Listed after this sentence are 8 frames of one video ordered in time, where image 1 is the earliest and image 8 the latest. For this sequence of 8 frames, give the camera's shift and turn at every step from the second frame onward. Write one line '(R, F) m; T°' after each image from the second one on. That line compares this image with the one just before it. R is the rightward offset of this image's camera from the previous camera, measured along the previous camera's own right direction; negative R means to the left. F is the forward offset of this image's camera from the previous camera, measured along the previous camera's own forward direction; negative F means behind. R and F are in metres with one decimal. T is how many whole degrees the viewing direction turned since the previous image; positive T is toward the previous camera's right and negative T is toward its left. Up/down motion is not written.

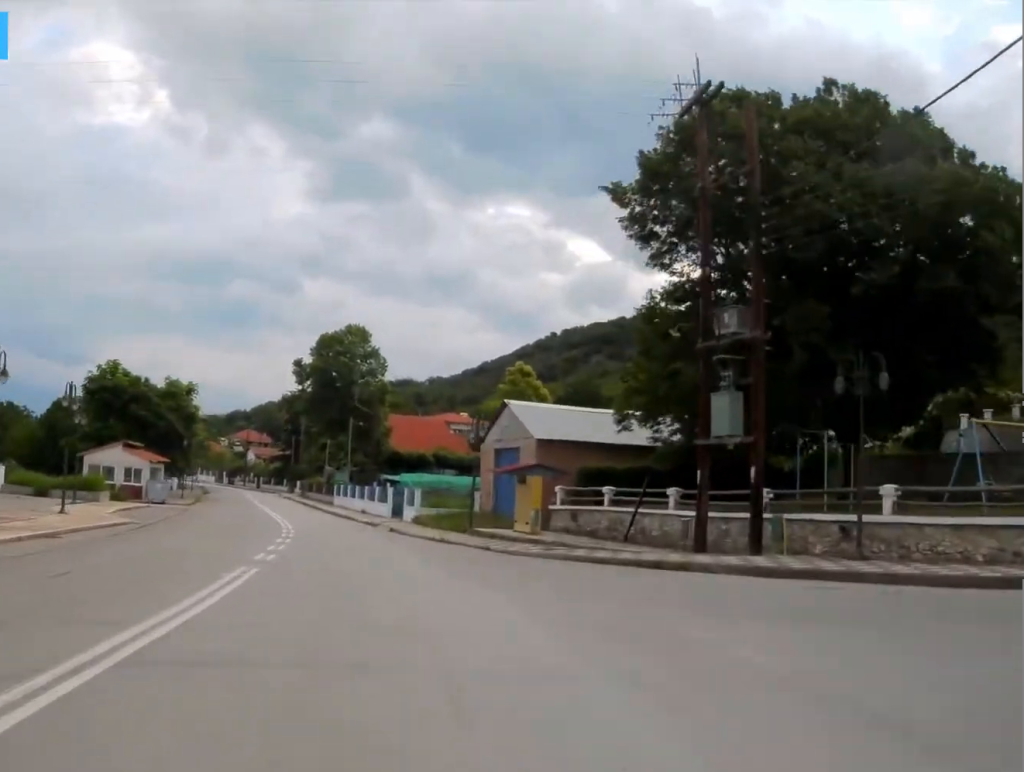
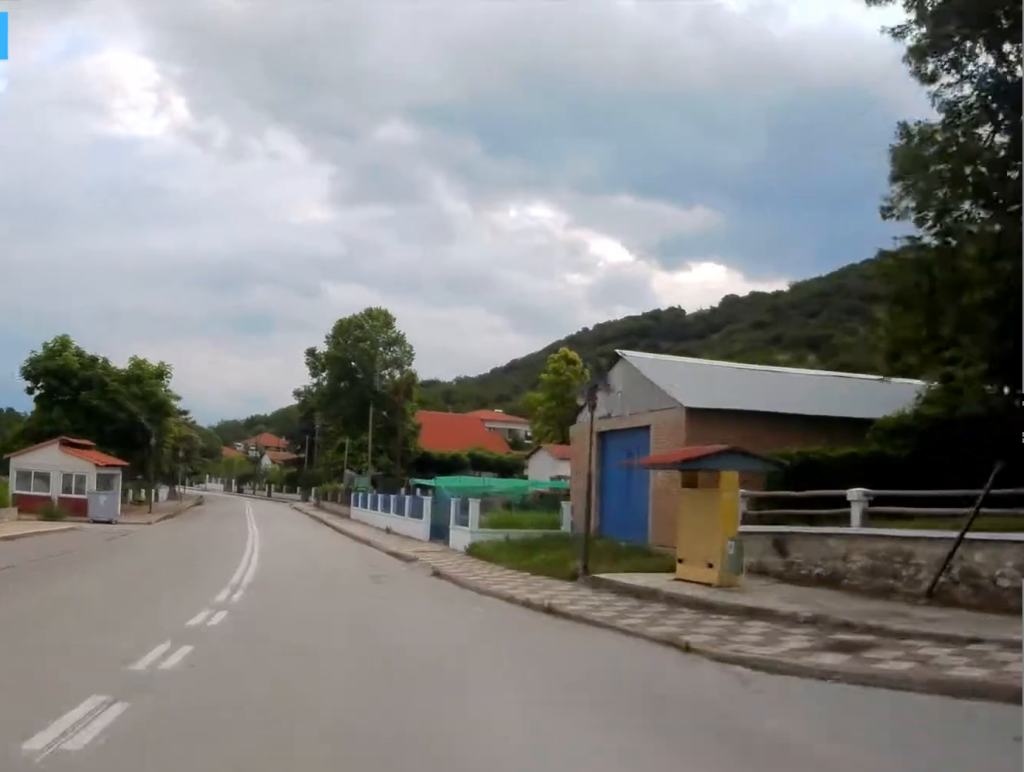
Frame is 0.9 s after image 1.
(0.0, +13.5) m; -1°
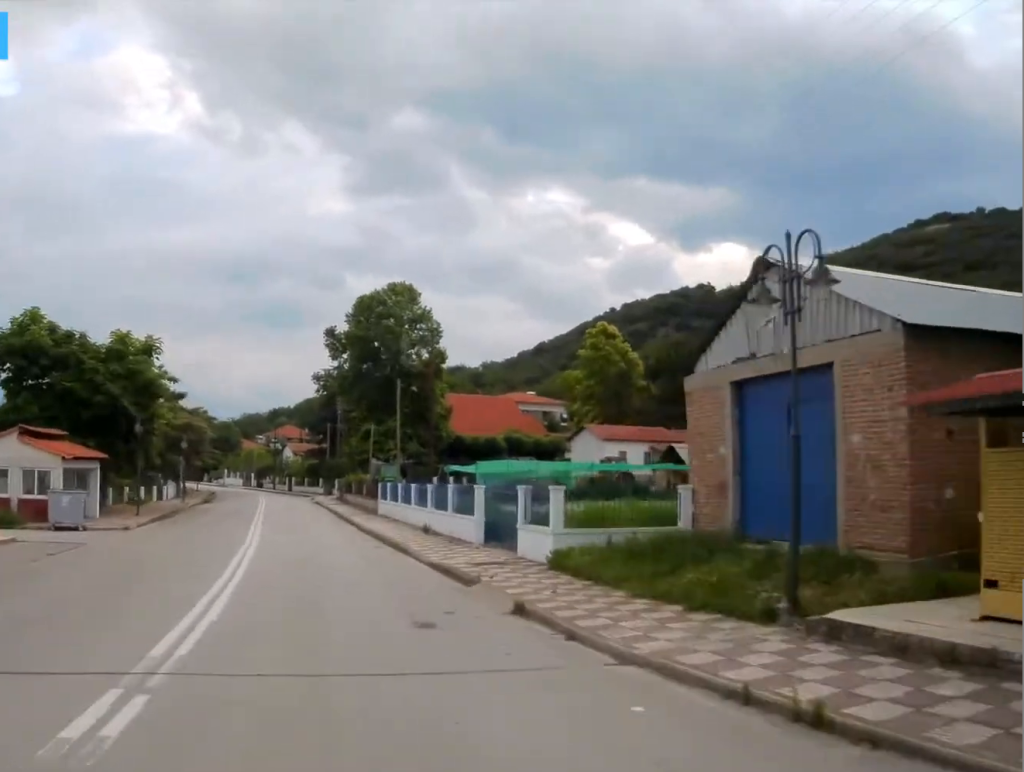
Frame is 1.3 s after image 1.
(-0.2, +7.1) m; -2°
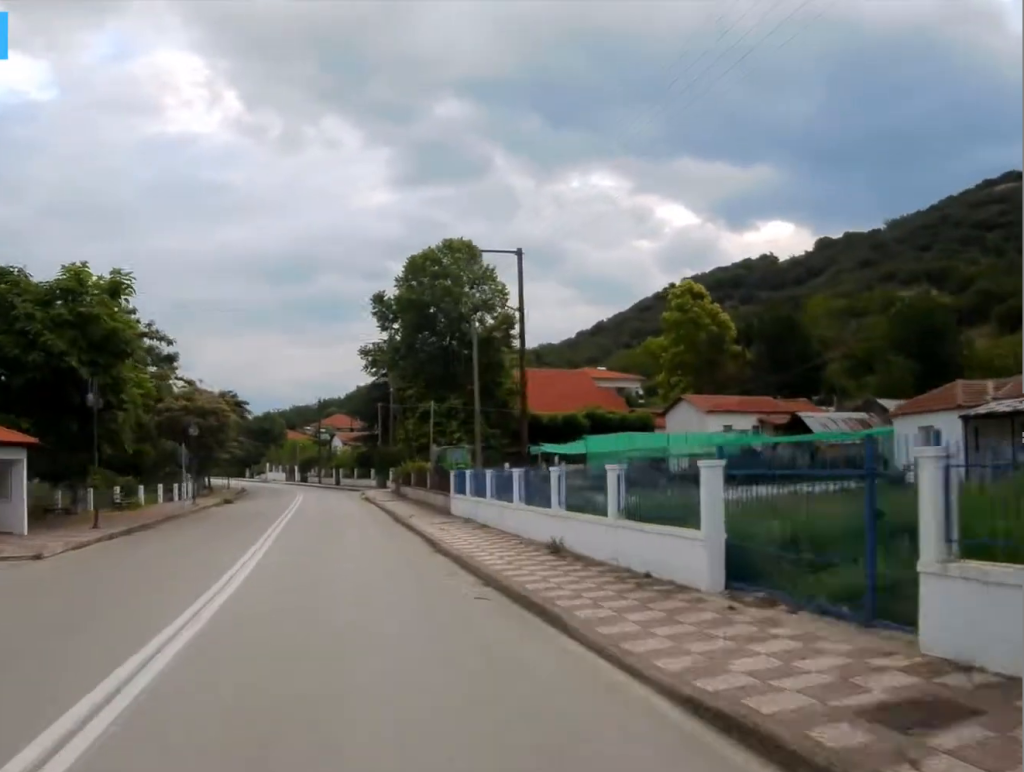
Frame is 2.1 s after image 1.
(-0.3, +11.8) m; -3°
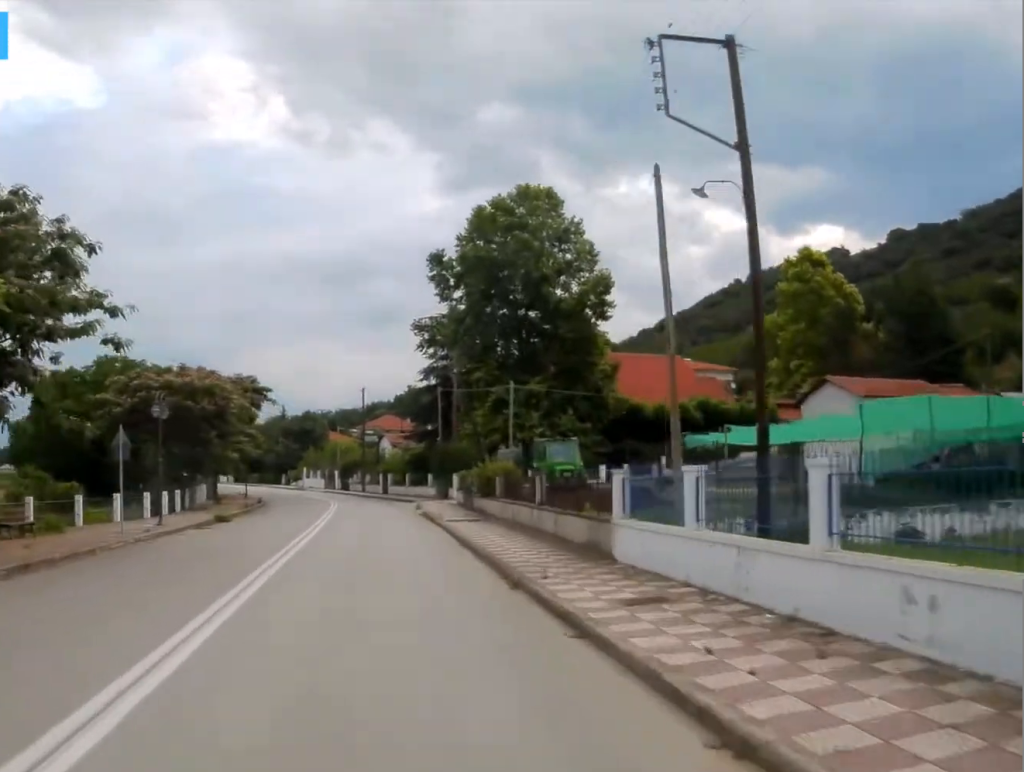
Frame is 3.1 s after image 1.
(-0.5, +15.5) m; -2°
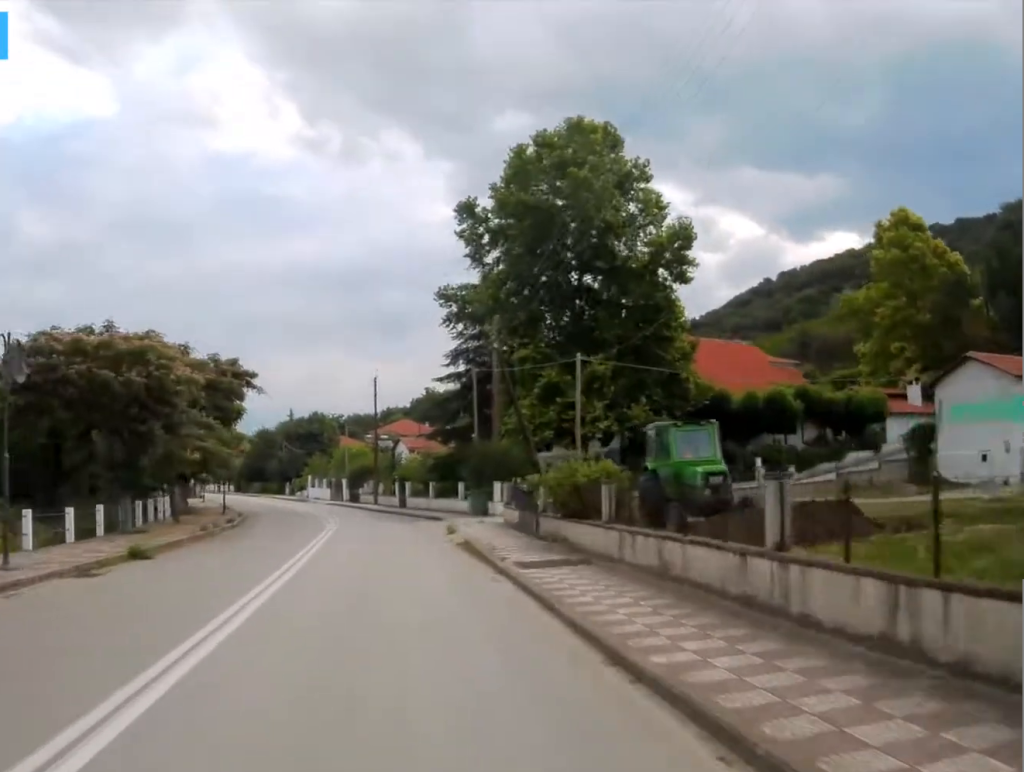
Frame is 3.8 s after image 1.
(0.0, +12.7) m; 0°
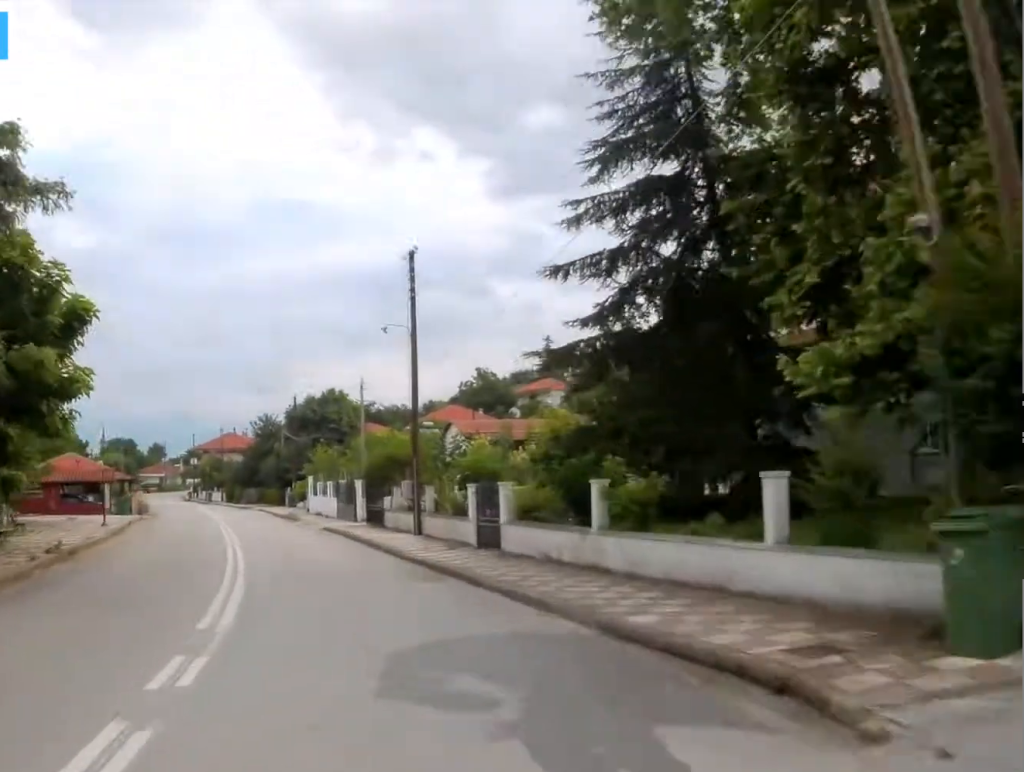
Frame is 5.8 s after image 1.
(-0.4, +33.3) m; -3°
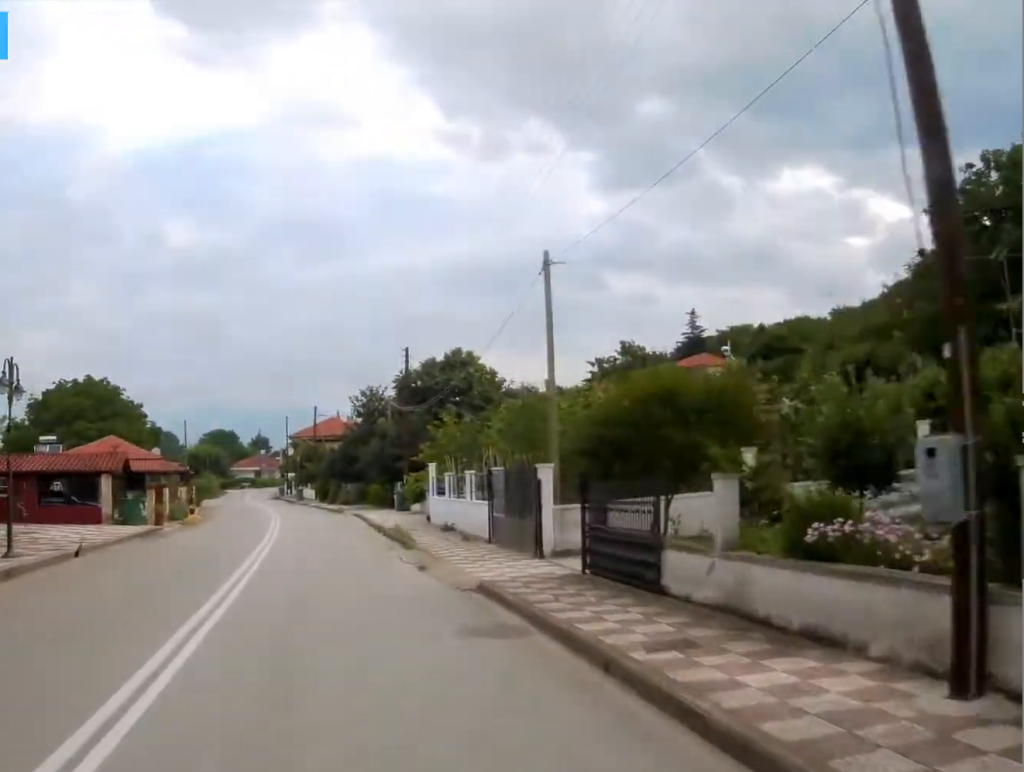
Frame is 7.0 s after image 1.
(-0.7, +22.9) m; -4°
